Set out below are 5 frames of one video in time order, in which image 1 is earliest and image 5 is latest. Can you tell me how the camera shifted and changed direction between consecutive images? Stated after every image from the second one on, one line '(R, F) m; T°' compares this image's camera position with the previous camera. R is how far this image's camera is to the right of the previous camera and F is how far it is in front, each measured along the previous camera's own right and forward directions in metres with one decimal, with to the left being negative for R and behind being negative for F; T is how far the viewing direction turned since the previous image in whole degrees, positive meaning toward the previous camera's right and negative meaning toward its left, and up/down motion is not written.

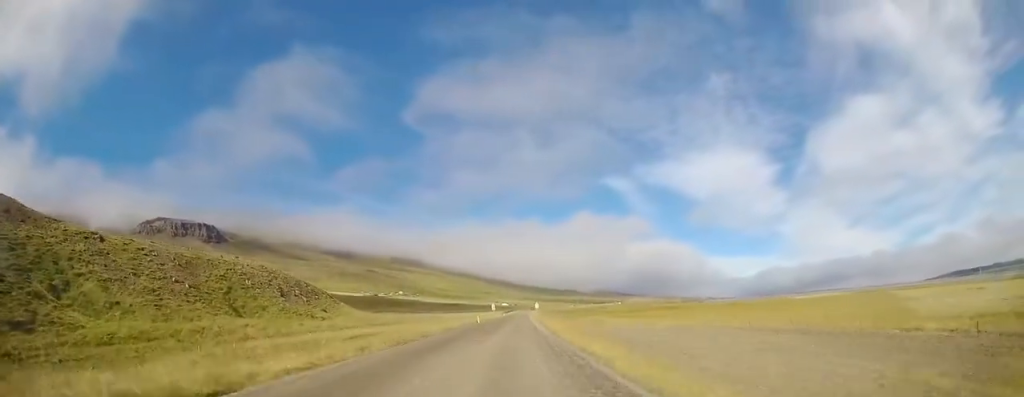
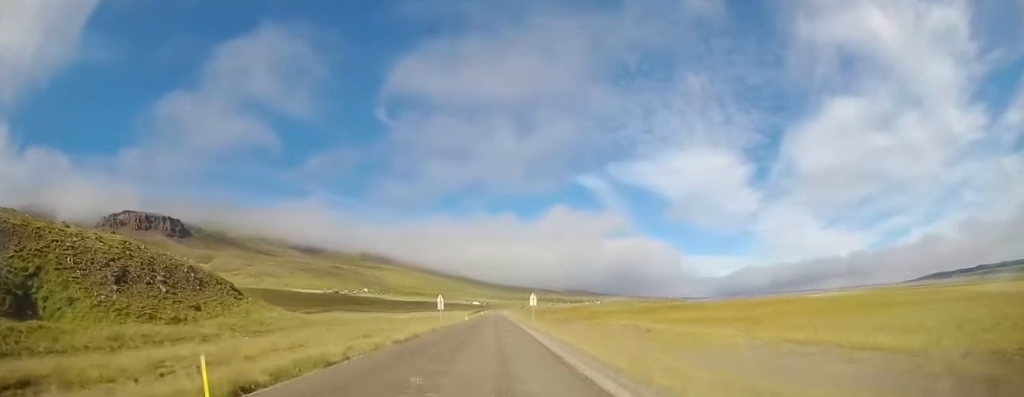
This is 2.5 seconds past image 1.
(+2.0, +42.7) m; +4°
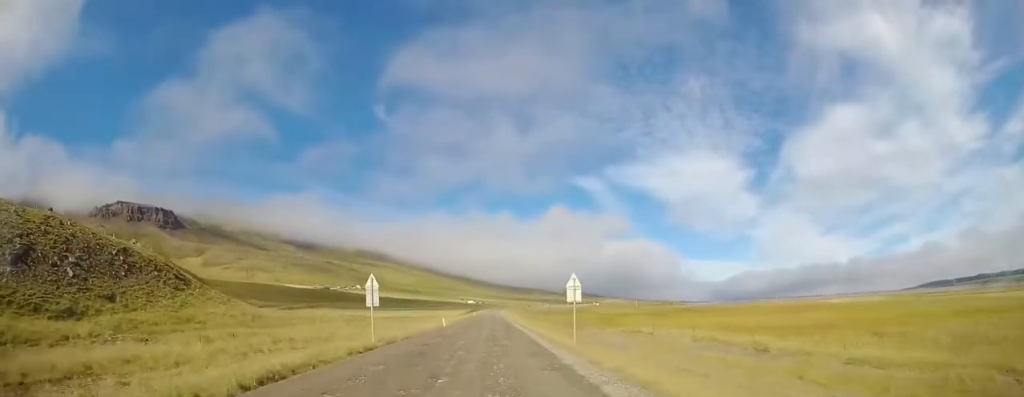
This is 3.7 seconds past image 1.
(+0.4, +21.0) m; +1°
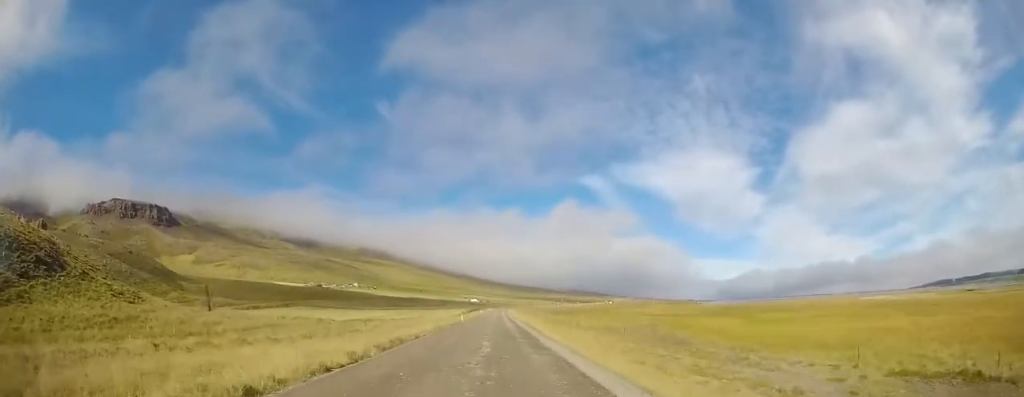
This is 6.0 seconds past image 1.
(-0.3, +40.3) m; -2°
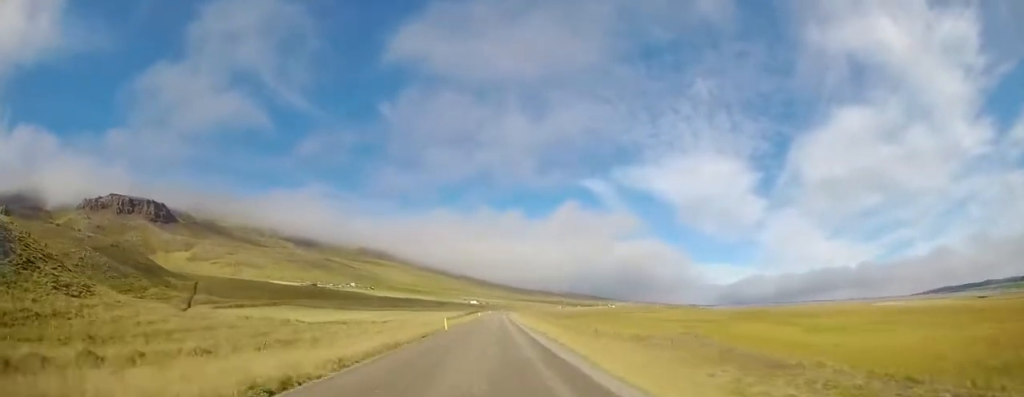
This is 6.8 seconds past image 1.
(-0.4, +14.6) m; -2°
